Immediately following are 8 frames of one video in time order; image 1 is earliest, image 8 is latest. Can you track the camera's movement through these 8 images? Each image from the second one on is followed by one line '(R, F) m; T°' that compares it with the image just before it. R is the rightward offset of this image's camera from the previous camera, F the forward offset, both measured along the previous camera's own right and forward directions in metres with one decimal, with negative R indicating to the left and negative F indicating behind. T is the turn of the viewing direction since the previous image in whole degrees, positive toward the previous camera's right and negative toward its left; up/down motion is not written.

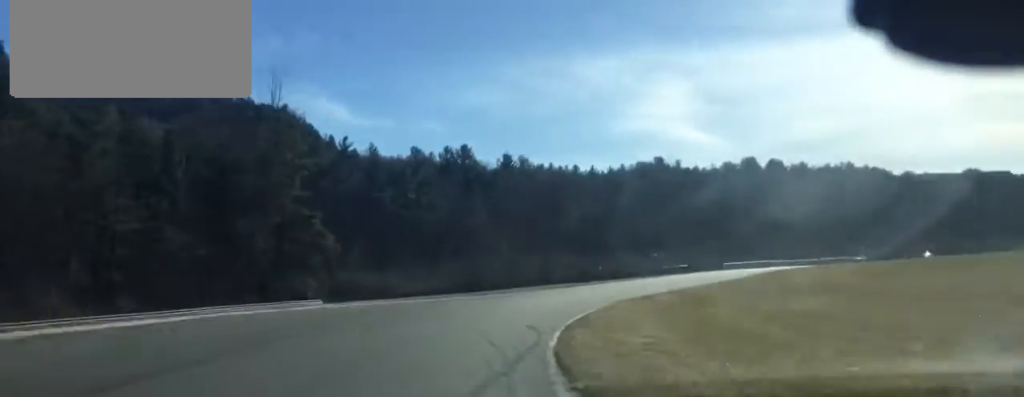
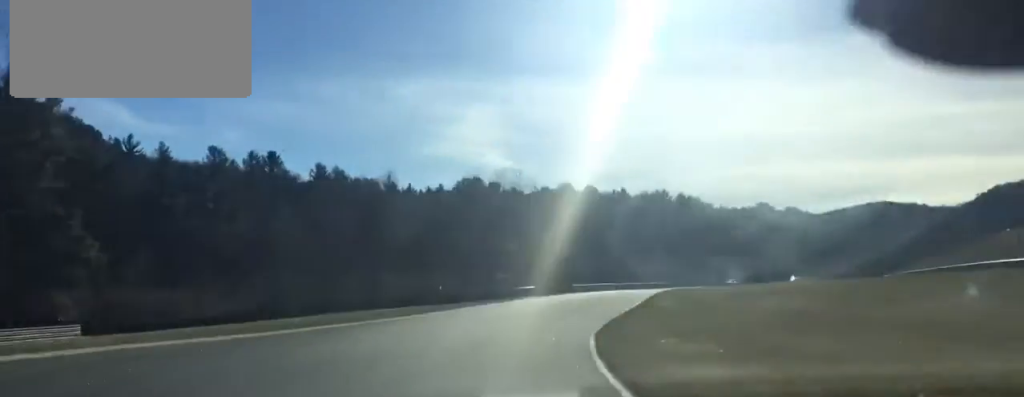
(+2.0, +16.2) m; +10°
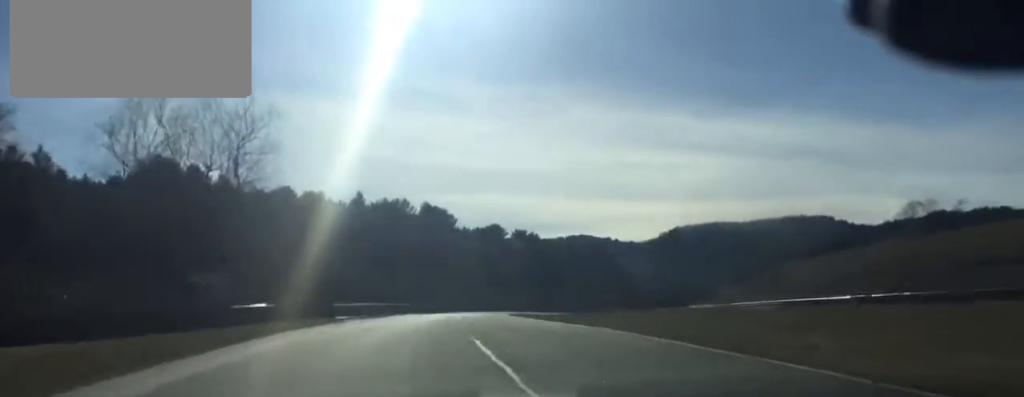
(+8.5, +42.5) m; +20°
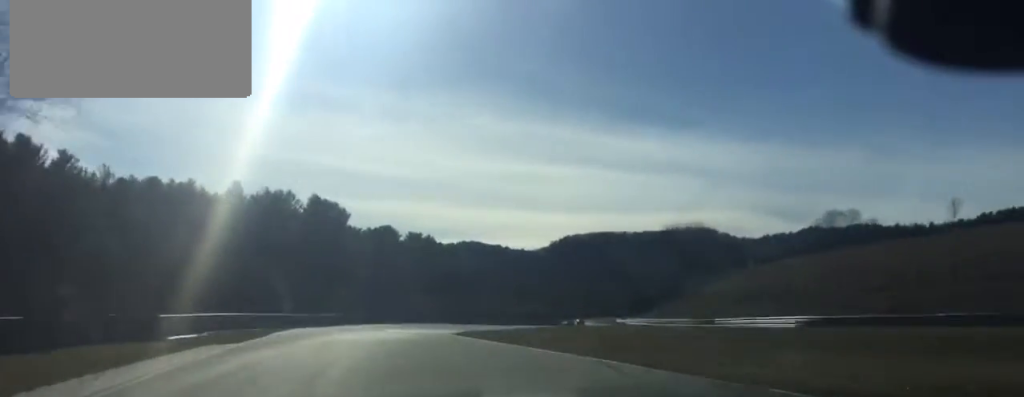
(+1.8, +25.3) m; +7°
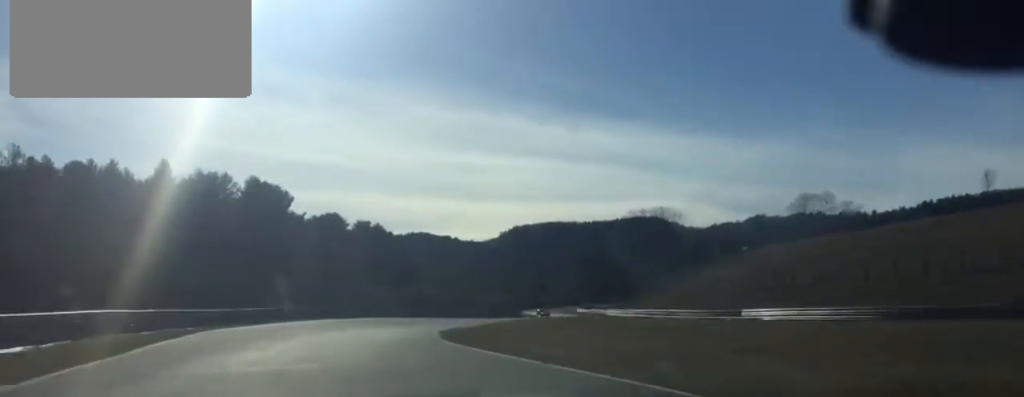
(+0.7, +15.7) m; +4°
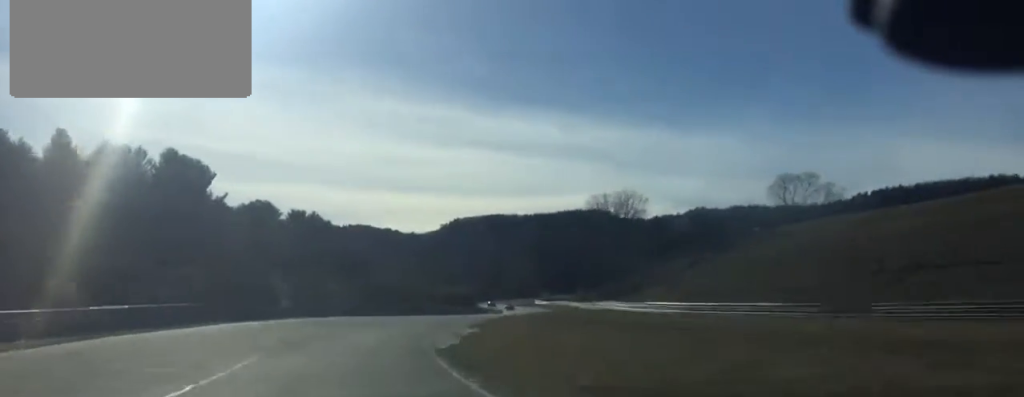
(+0.9, +23.7) m; +6°
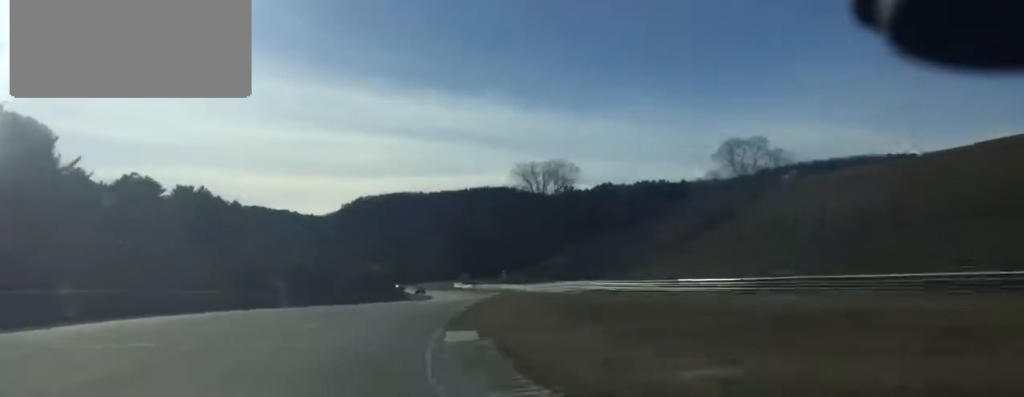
(+1.6, +25.0) m; +4°
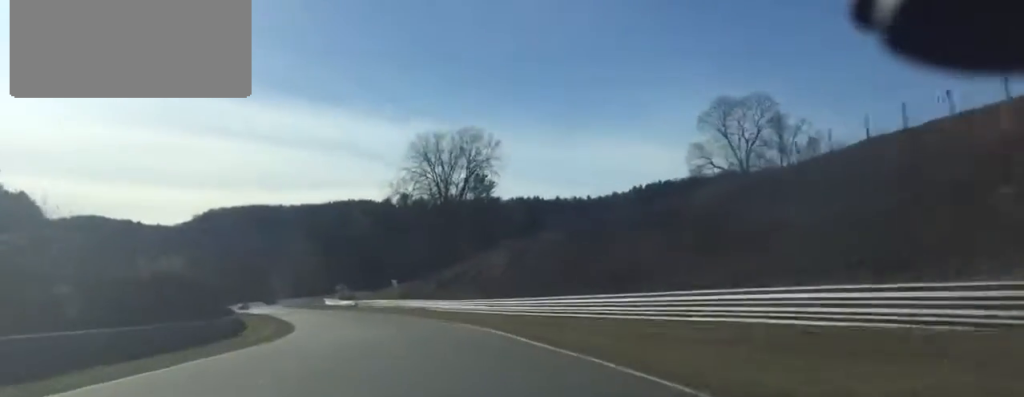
(+3.6, +58.8) m; +4°
